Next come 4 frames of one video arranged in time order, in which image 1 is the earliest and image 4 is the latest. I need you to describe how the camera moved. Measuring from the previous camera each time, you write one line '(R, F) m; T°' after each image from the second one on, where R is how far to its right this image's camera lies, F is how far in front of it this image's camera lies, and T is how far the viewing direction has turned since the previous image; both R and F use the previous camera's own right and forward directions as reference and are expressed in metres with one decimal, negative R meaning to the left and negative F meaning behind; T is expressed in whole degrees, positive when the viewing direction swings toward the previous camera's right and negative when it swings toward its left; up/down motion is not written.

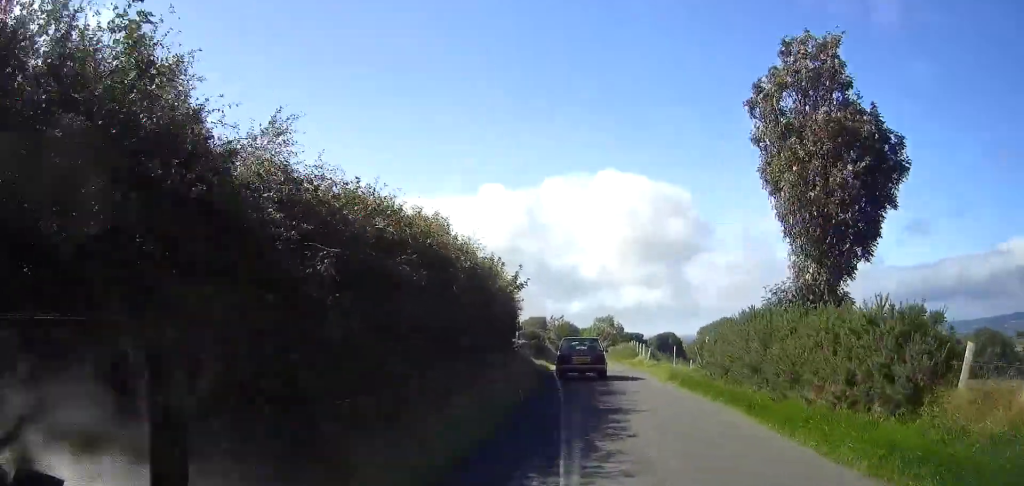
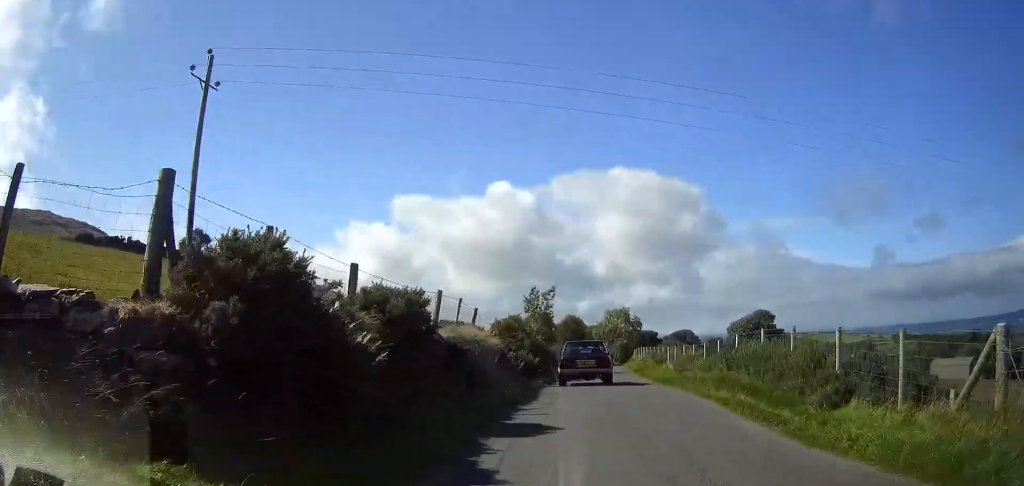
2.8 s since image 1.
(+0.1, +30.8) m; +1°
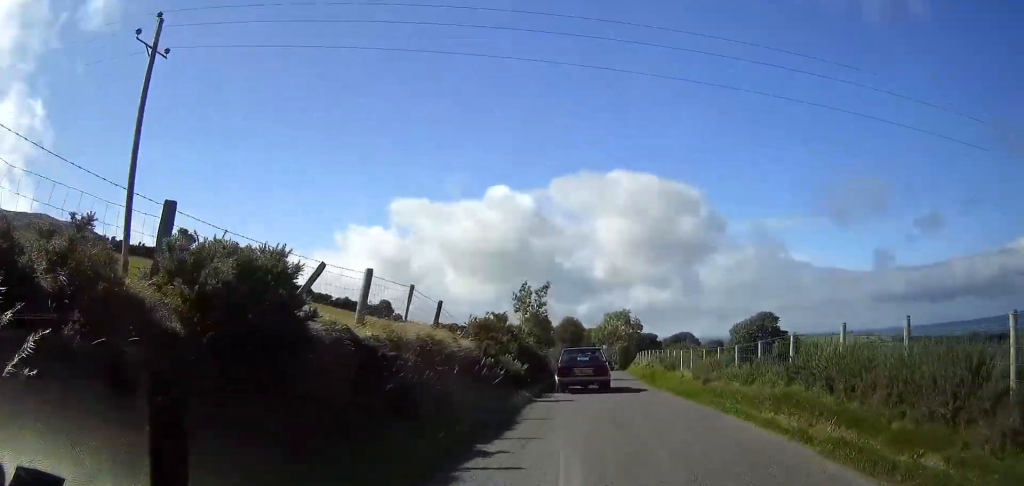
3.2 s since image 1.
(+0.1, +4.2) m; 0°
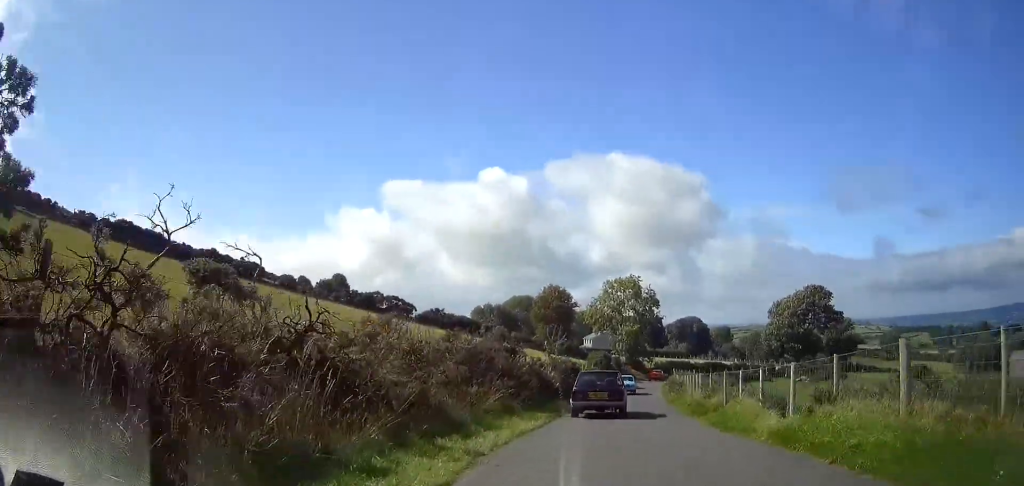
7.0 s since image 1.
(-0.1, +39.0) m; +1°
